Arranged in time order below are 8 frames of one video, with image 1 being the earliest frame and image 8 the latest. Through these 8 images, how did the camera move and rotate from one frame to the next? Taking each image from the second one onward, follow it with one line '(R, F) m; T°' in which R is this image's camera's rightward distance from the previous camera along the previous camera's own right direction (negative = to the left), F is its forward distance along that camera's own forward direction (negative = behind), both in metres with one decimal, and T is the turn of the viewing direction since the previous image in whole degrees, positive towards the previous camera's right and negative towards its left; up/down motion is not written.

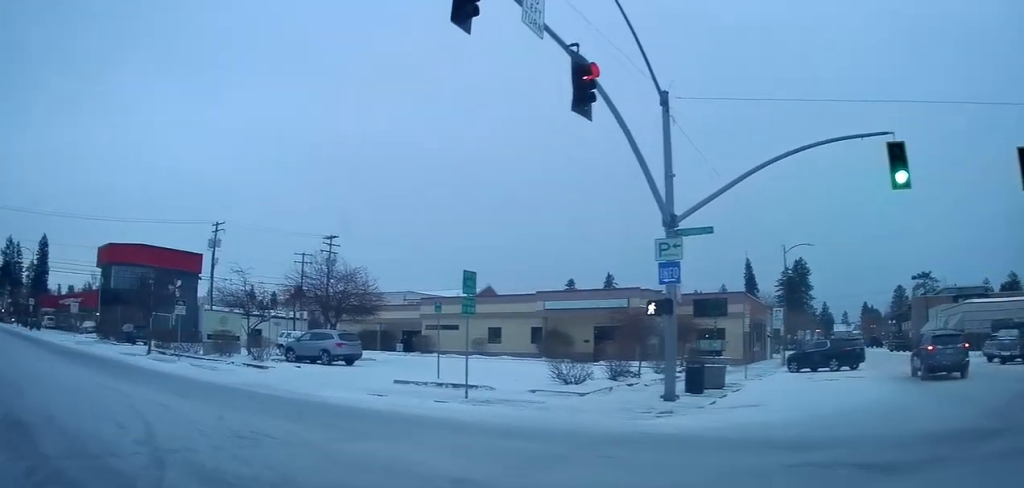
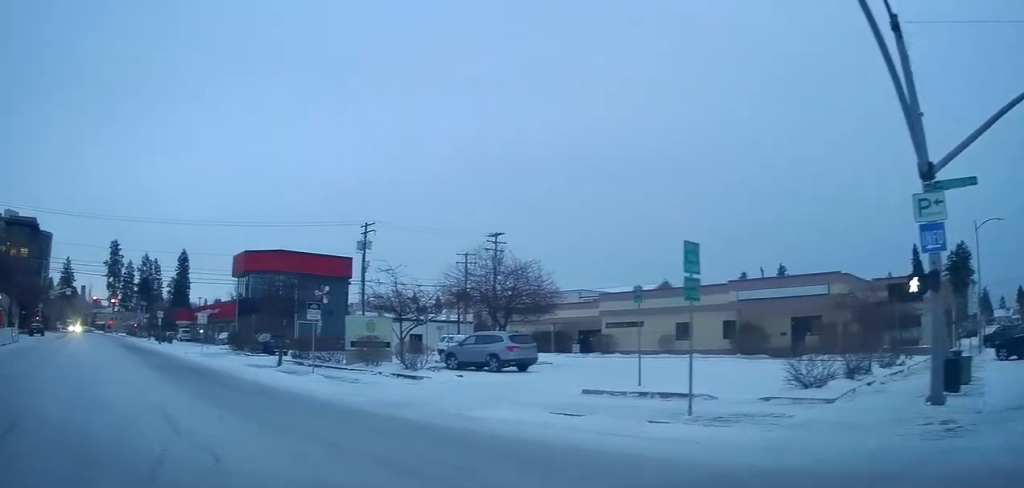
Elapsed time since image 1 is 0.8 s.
(-0.2, +3.7) m; -5°
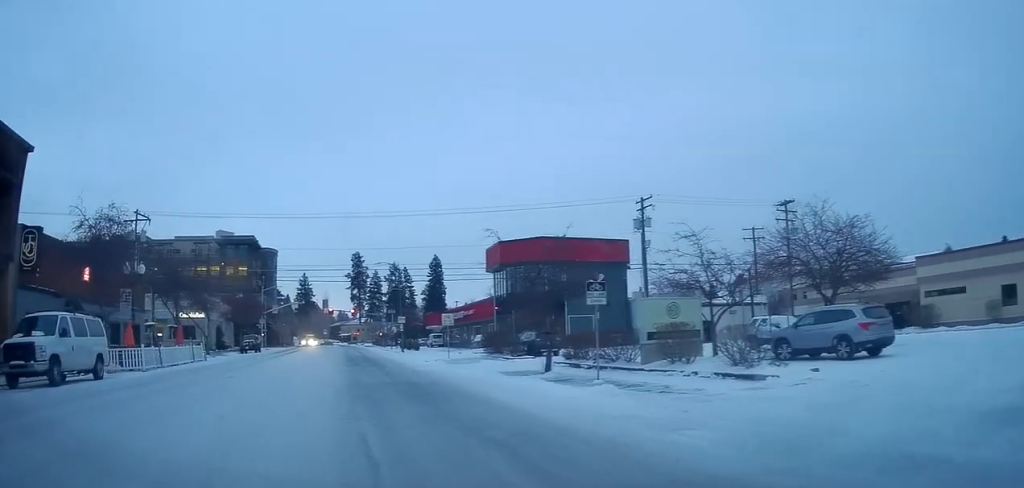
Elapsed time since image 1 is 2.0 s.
(-0.5, +6.6) m; -12°
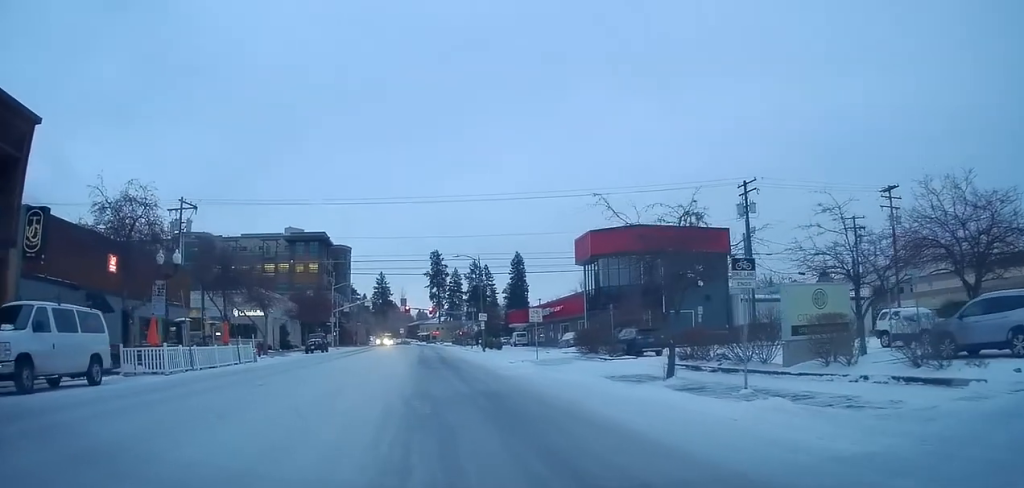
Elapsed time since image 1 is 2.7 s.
(-0.3, +4.1) m; -8°
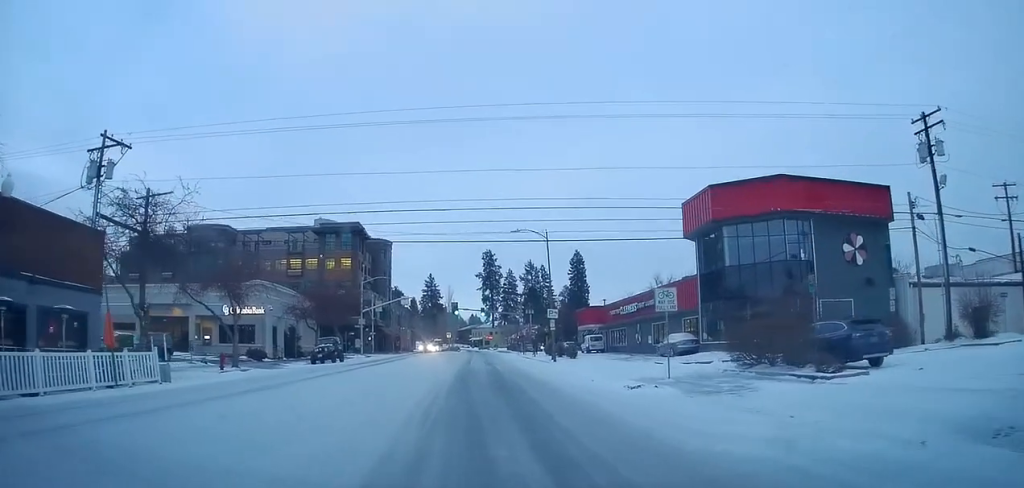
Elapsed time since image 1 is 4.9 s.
(-2.1, +12.6) m; -24°
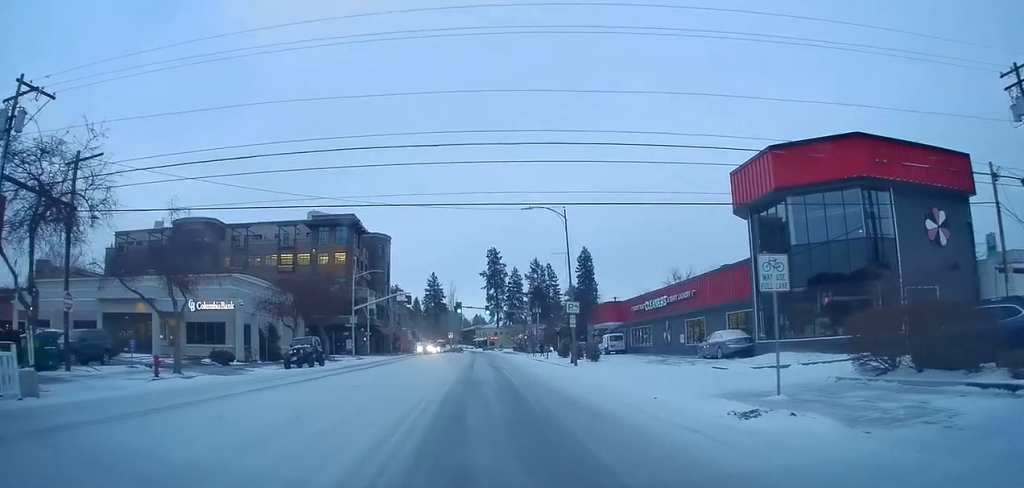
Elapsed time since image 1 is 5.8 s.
(-0.8, +5.7) m; -14°
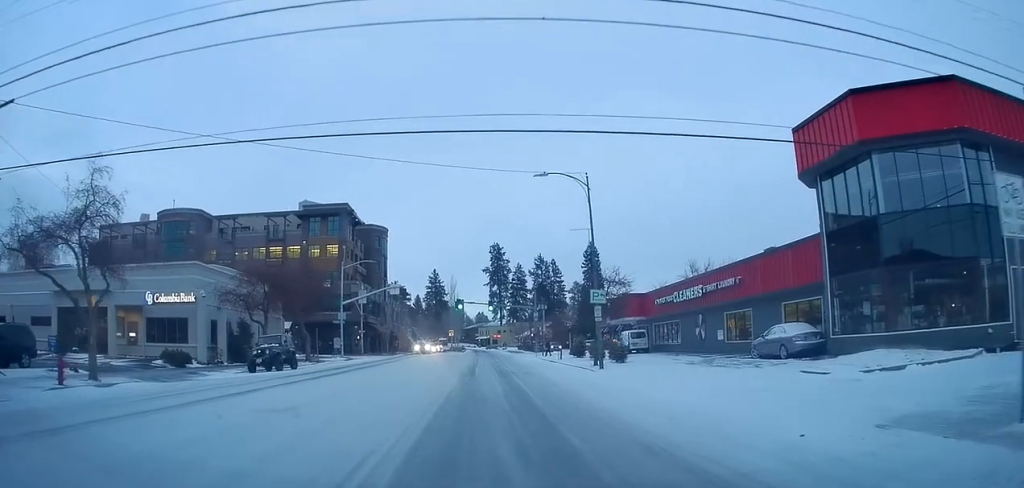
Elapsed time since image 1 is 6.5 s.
(-0.4, +5.5) m; -9°
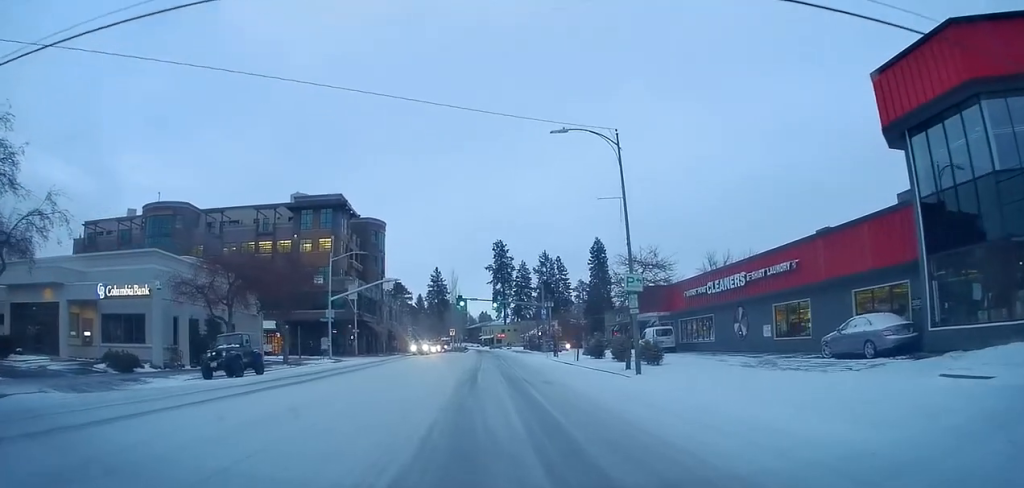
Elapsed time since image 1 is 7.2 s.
(-0.4, +5.3) m; -3°
